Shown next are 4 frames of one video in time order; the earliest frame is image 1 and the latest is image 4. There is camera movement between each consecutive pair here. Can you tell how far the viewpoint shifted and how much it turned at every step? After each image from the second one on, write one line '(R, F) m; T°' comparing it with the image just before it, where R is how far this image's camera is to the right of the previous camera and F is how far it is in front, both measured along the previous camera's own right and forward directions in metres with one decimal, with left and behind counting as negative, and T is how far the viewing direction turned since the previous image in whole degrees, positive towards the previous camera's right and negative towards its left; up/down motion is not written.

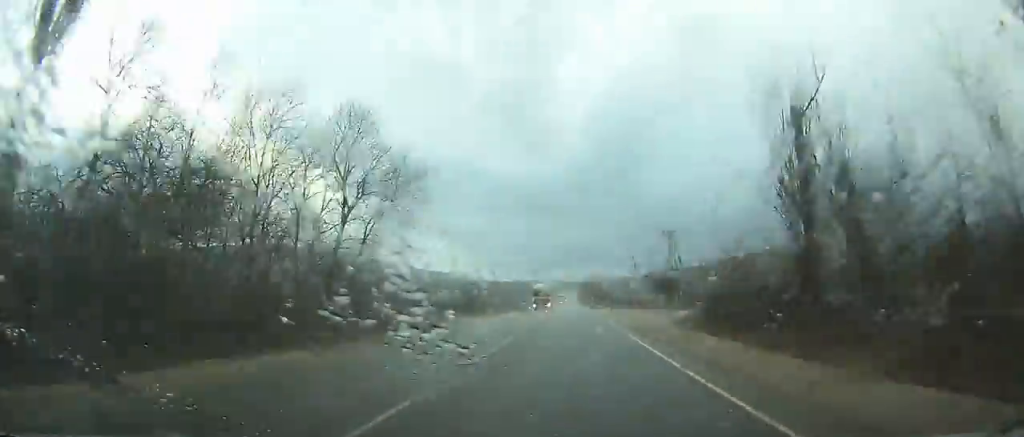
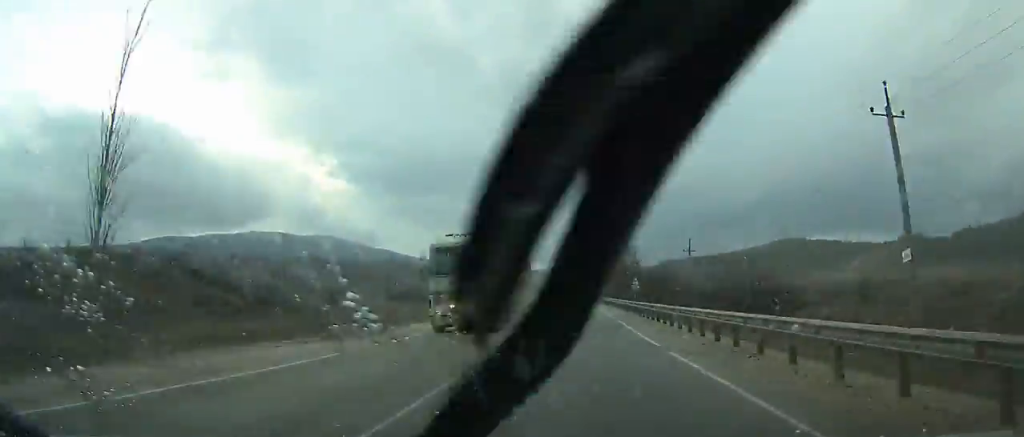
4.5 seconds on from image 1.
(-0.1, +89.4) m; 0°
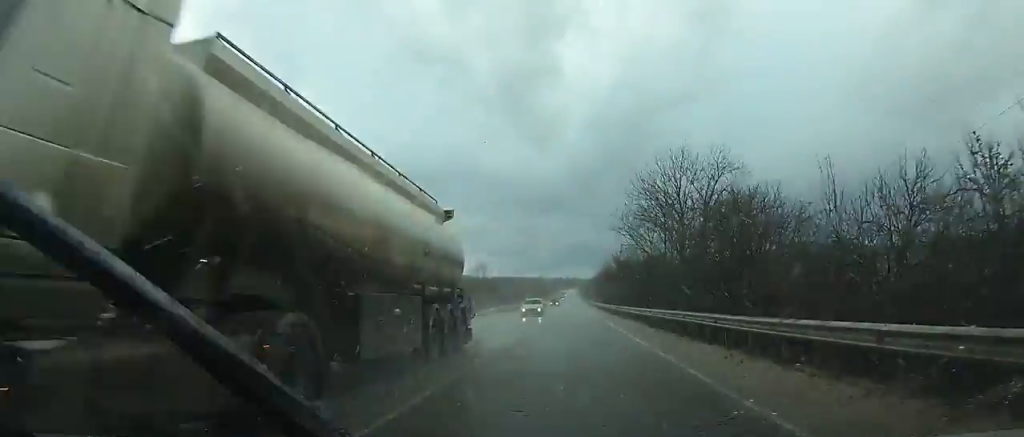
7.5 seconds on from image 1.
(+0.2, +58.5) m; +1°
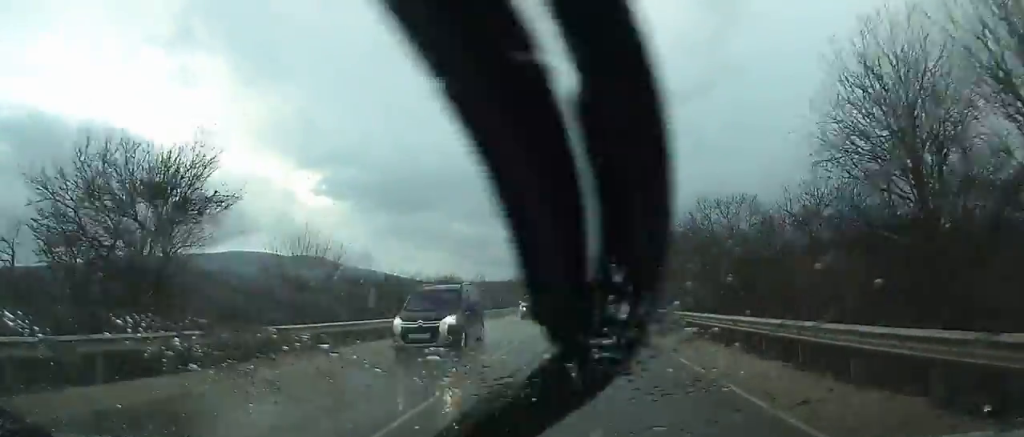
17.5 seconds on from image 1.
(+0.1, +194.8) m; 0°
